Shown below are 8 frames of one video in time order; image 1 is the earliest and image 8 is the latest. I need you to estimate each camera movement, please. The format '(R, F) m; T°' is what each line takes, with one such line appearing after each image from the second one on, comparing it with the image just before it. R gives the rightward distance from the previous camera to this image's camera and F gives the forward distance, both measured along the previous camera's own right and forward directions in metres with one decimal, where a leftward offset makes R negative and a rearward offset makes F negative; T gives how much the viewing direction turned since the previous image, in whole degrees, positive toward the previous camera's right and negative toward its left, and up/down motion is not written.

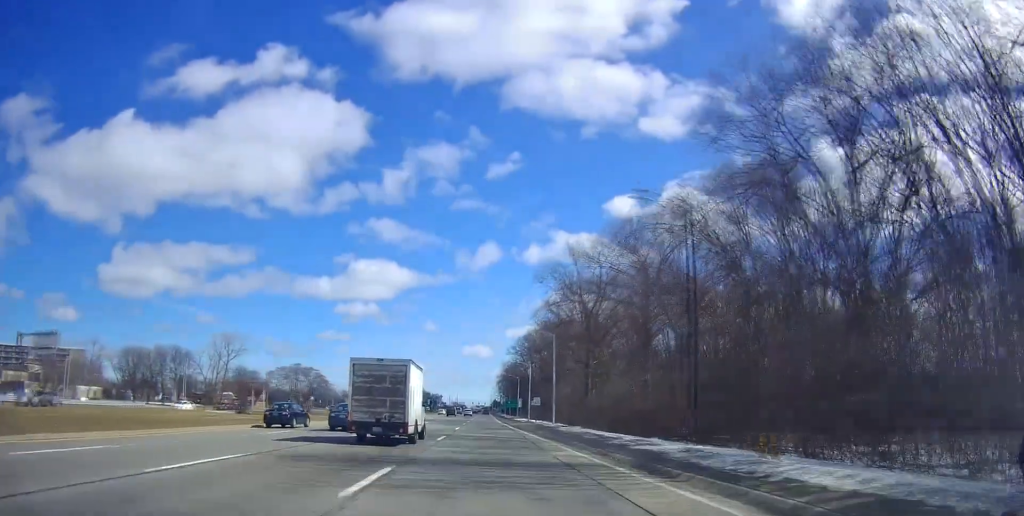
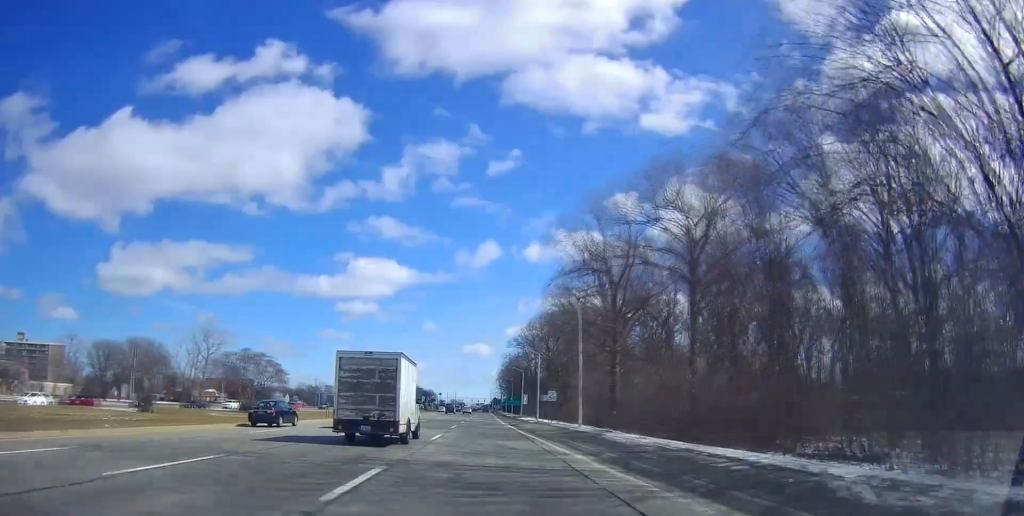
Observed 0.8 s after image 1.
(0.0, +18.0) m; 0°
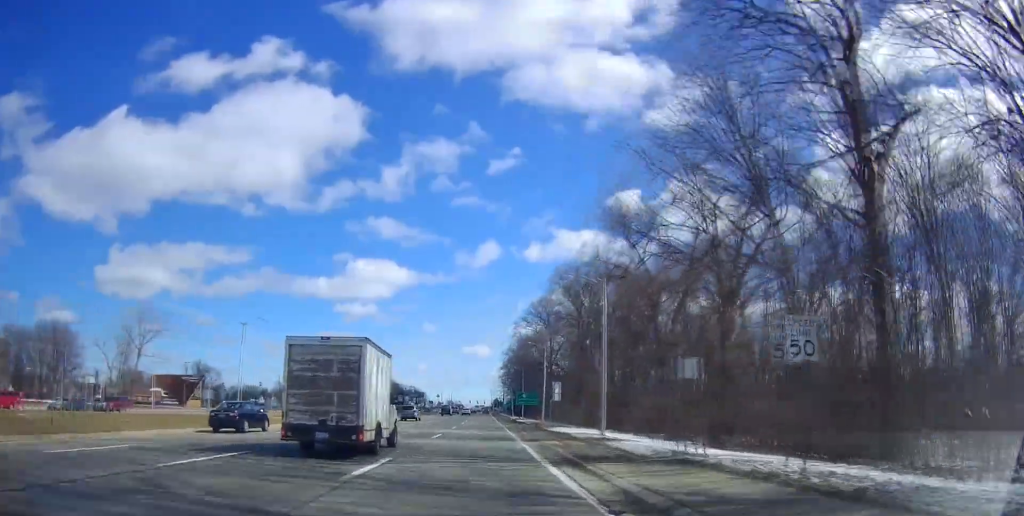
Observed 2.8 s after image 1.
(+0.5, +50.0) m; +1°
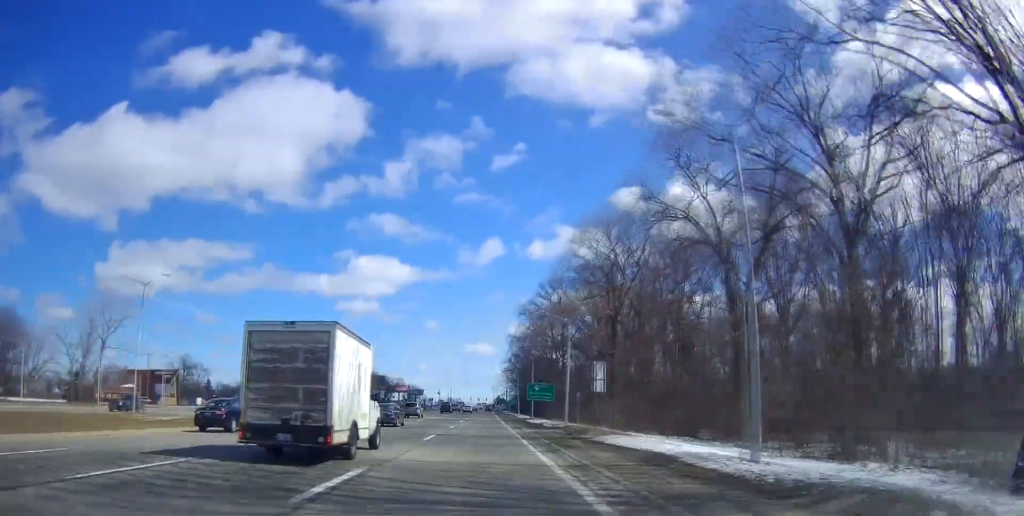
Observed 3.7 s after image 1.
(0.0, +20.8) m; 0°
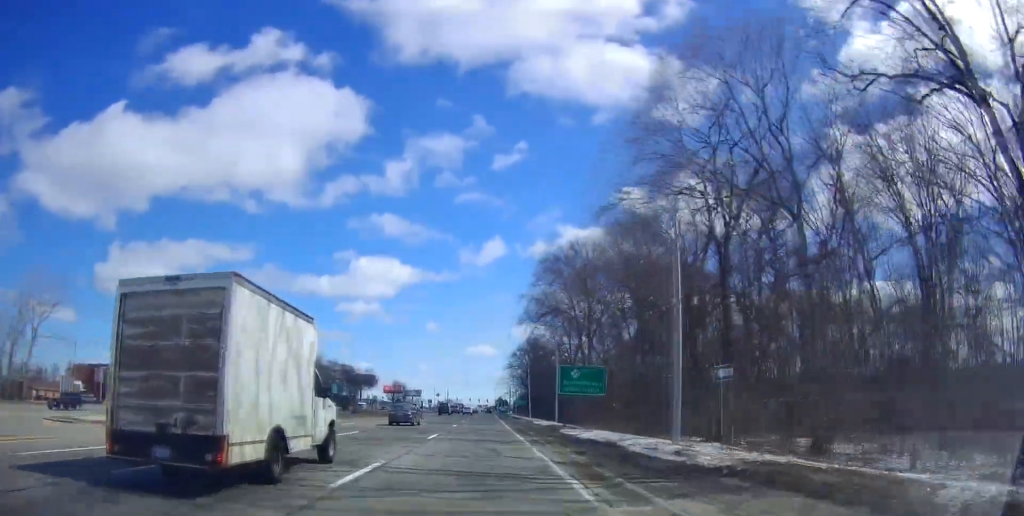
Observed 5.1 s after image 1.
(0.0, +31.2) m; 0°
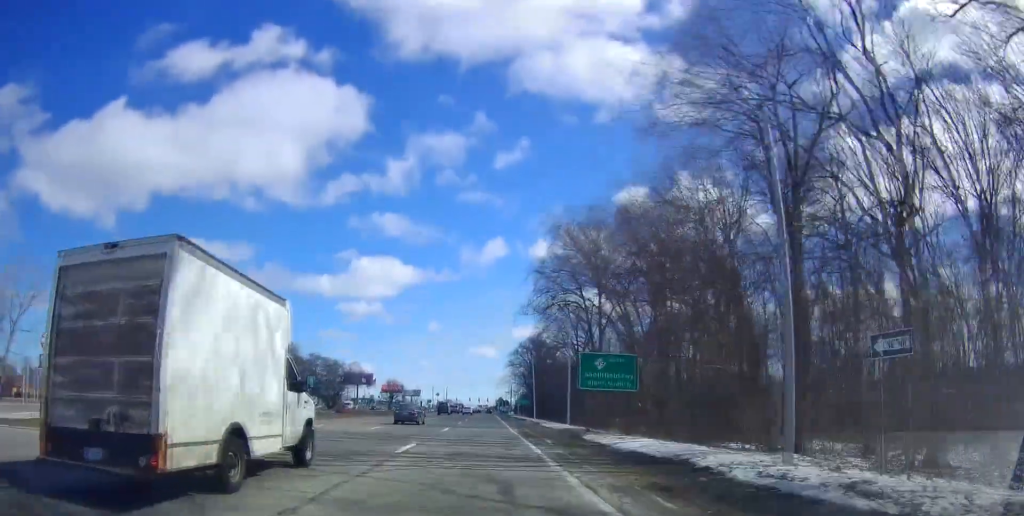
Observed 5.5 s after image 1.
(0.0, +8.5) m; 0°
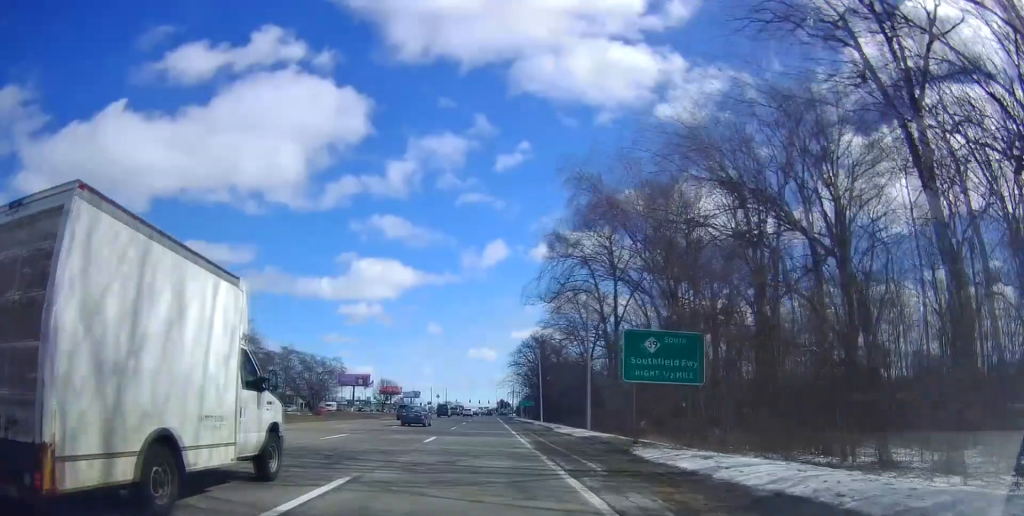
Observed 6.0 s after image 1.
(-0.1, +9.6) m; 0°
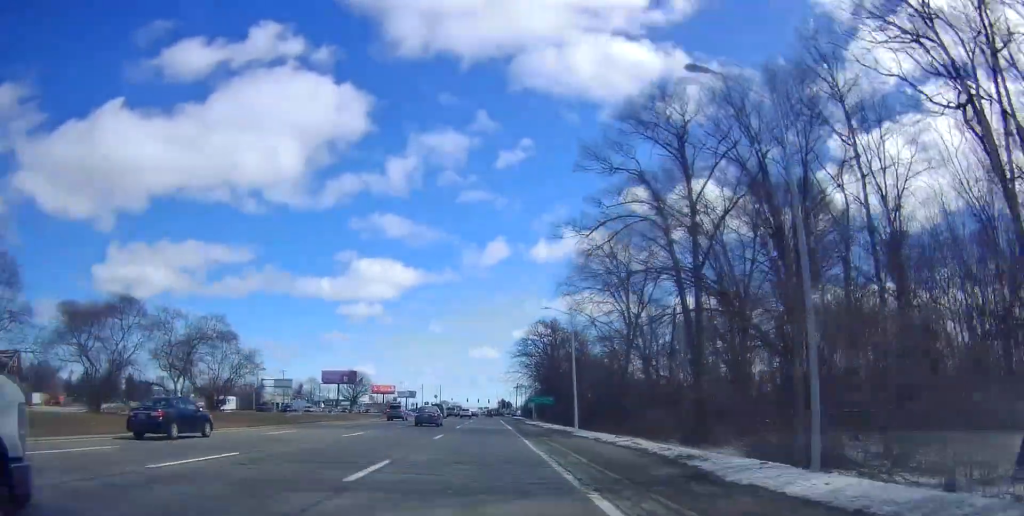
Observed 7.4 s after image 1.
(-0.2, +28.7) m; 0°
